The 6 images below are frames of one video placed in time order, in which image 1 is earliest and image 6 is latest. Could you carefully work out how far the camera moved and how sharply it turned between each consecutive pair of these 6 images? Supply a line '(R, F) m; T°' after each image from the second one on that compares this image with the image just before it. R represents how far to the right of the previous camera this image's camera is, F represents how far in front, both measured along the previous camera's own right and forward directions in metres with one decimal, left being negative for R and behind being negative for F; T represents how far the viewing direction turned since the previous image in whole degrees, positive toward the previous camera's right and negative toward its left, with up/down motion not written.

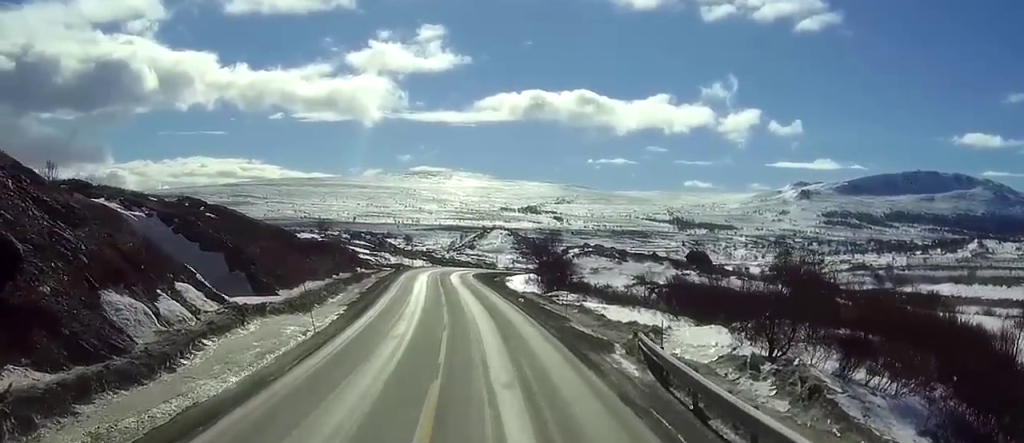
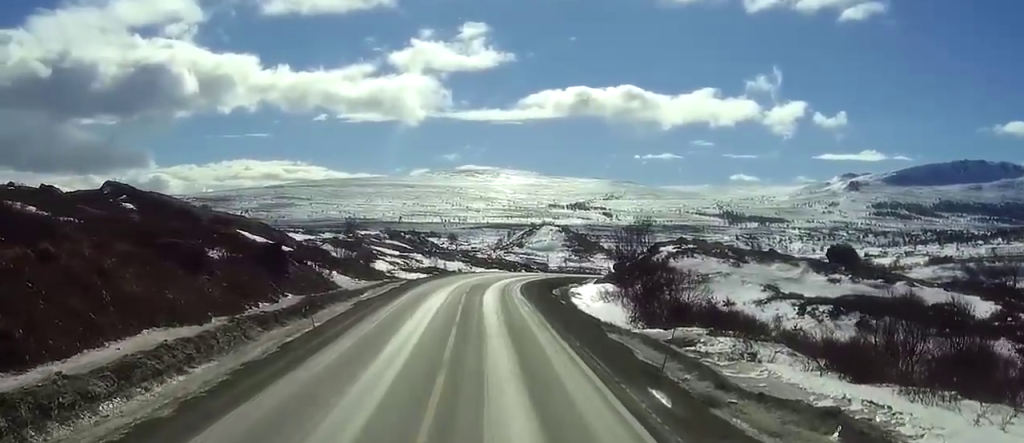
(-1.8, +34.4) m; -5°
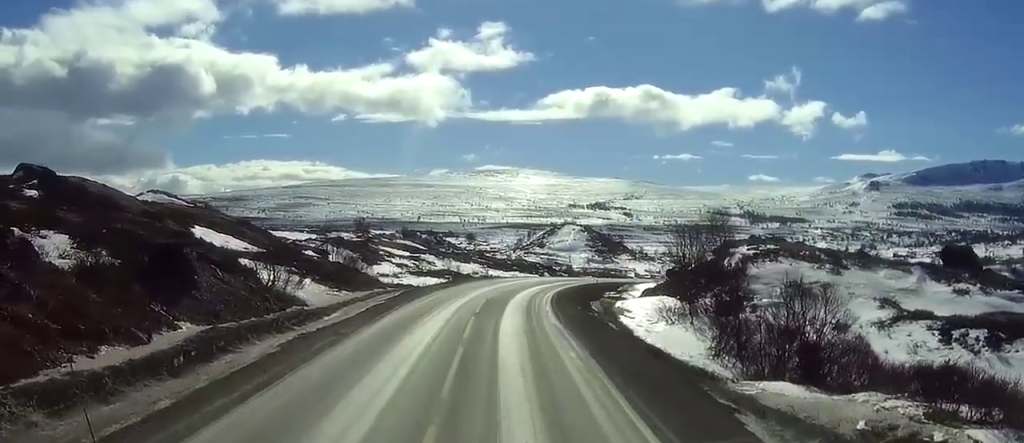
(-0.3, +18.0) m; -1°
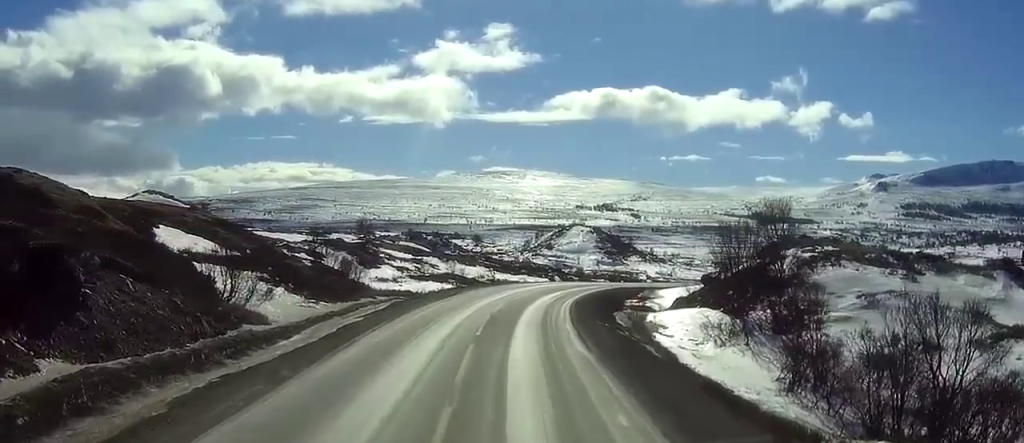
(0.0, +9.6) m; 0°
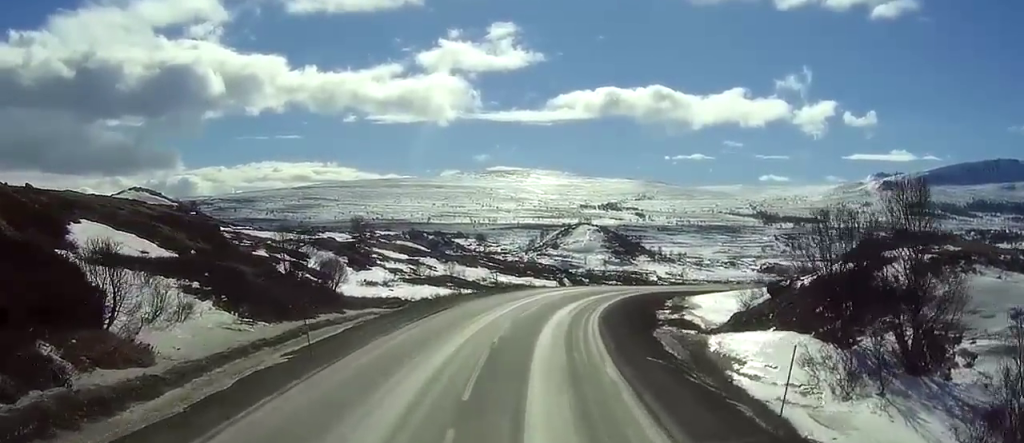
(0.0, +13.7) m; 0°
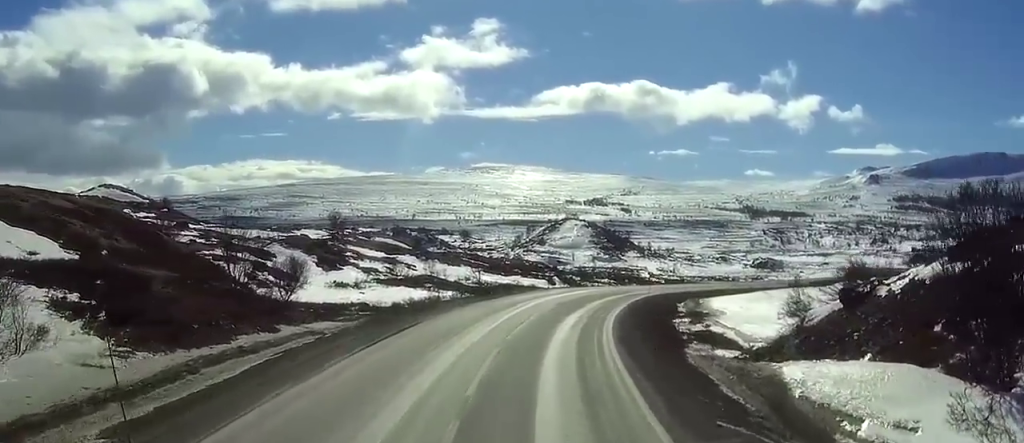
(+0.1, +11.3) m; +1°
